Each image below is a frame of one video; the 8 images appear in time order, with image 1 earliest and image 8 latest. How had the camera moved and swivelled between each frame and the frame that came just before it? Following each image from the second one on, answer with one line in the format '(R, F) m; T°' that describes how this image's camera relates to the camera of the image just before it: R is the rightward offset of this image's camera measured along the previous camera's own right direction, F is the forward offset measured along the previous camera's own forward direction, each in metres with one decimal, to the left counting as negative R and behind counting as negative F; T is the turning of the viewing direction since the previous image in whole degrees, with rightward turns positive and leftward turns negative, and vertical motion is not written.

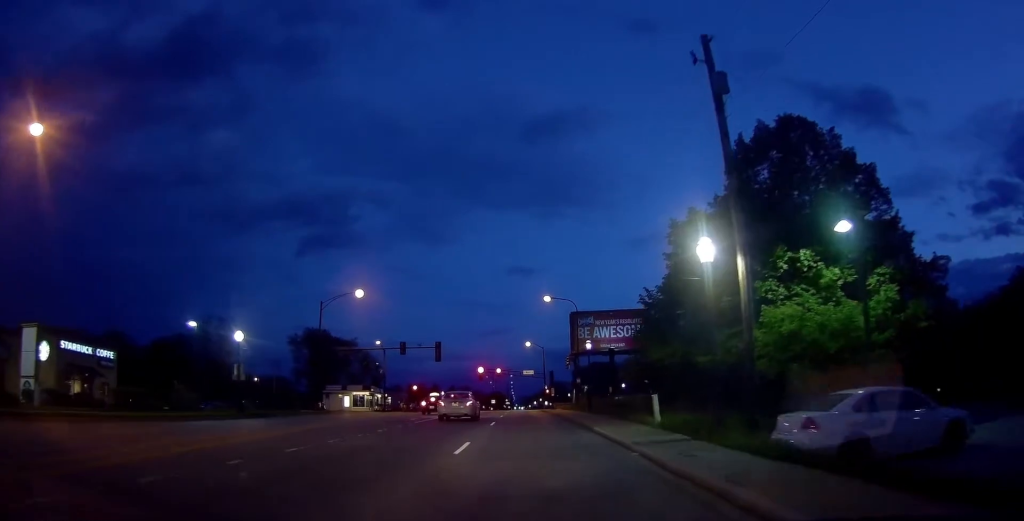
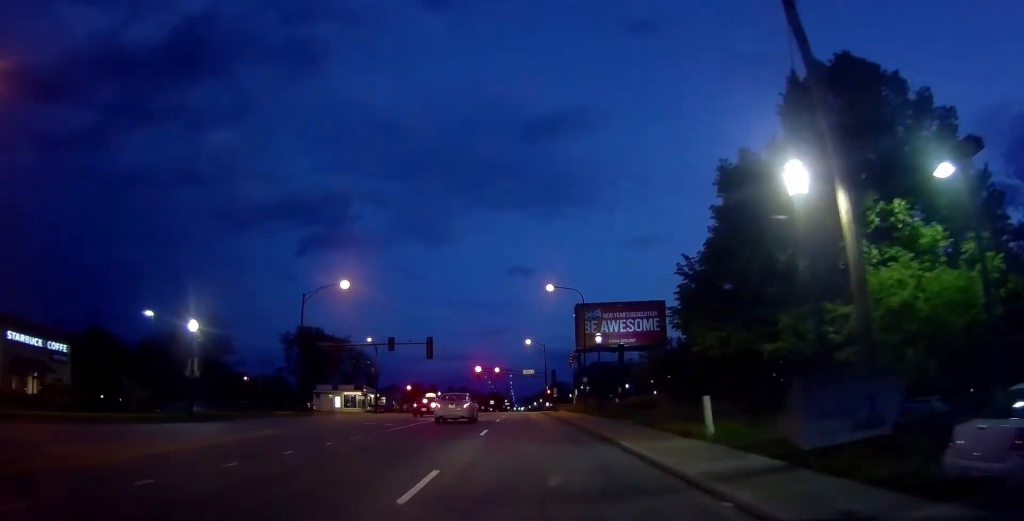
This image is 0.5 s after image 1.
(0.0, +5.4) m; 0°
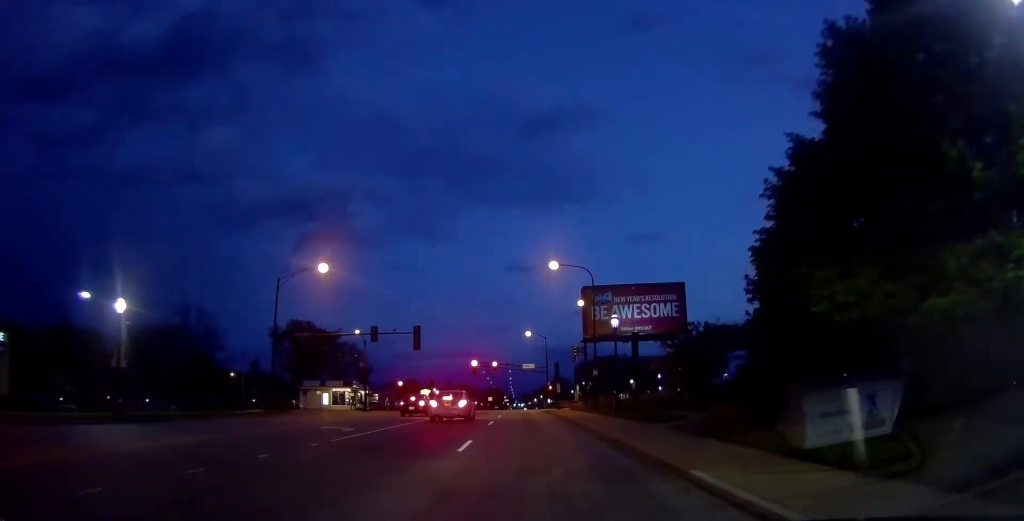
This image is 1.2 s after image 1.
(0.0, +6.6) m; 0°
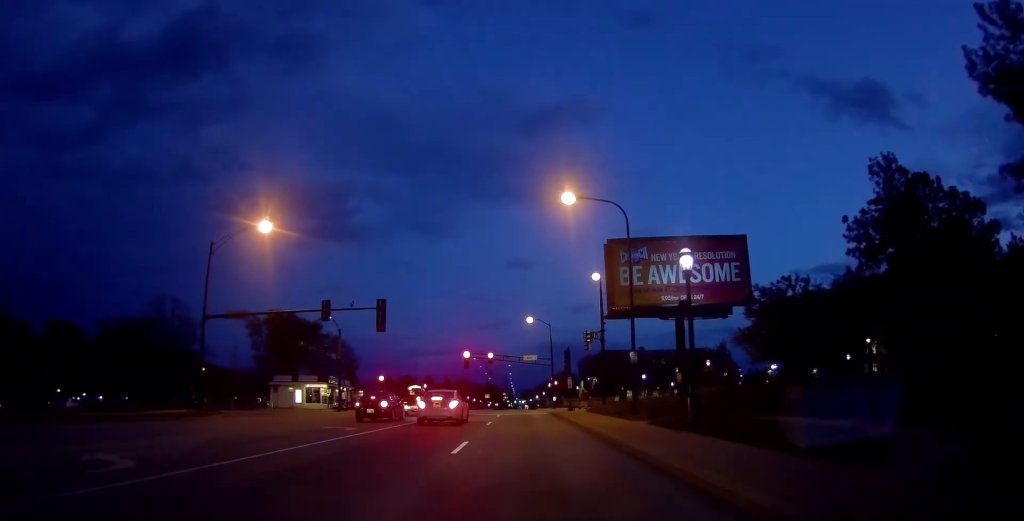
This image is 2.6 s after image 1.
(0.0, +13.0) m; 0°
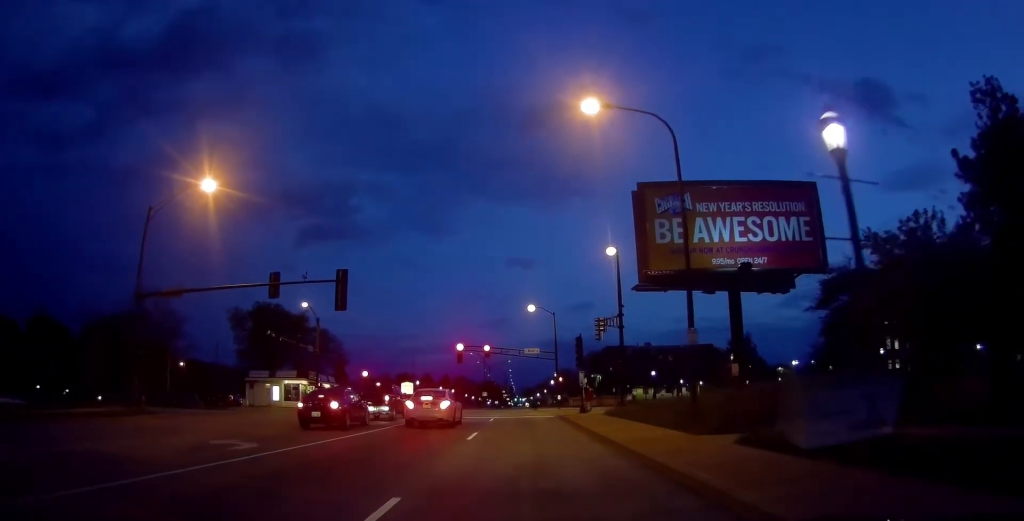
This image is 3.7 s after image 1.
(0.0, +9.1) m; 0°
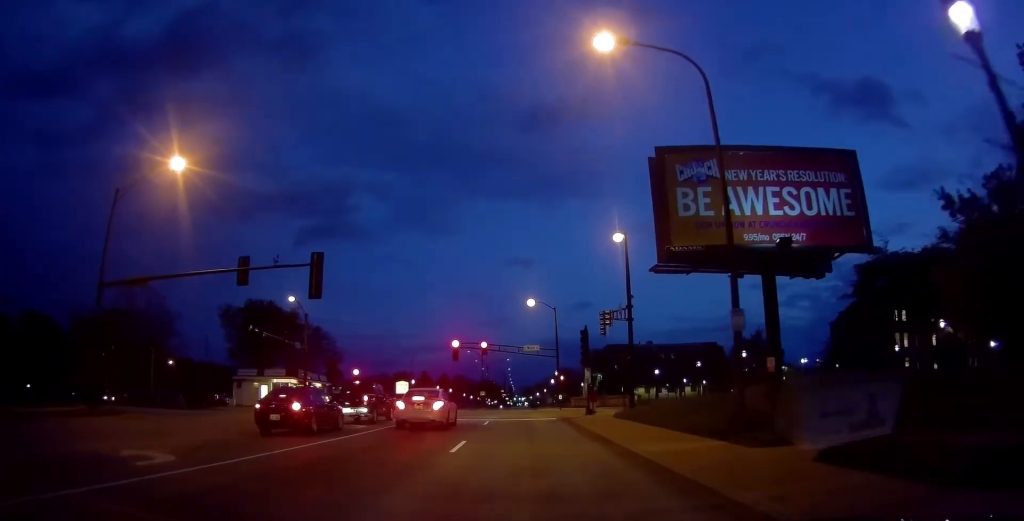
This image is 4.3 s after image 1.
(0.0, +3.8) m; 0°
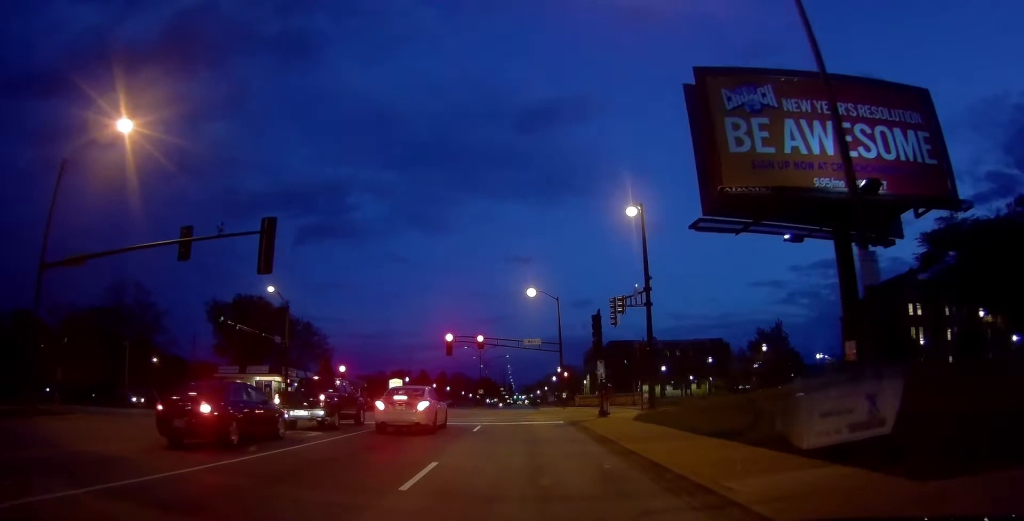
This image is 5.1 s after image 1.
(0.0, +5.6) m; 0°
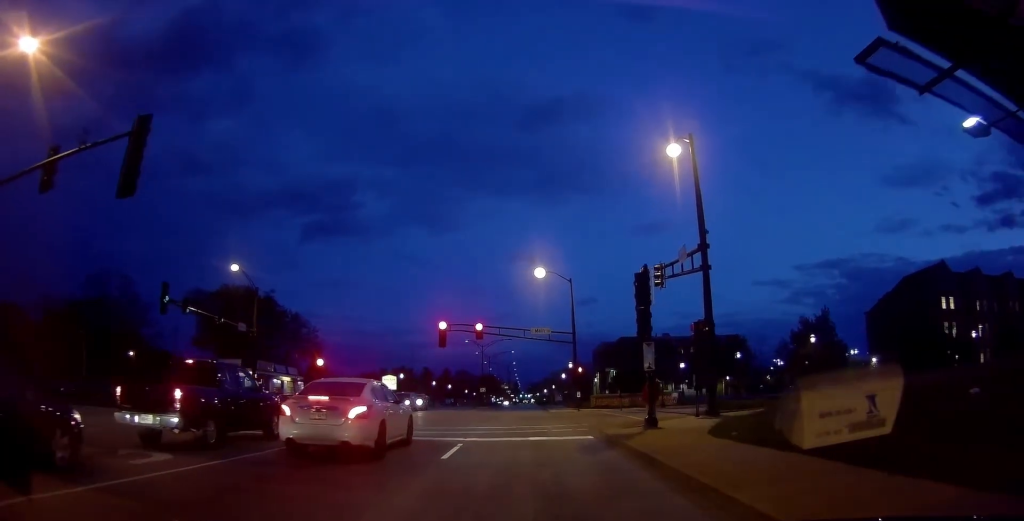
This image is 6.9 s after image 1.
(0.0, +9.2) m; 0°
